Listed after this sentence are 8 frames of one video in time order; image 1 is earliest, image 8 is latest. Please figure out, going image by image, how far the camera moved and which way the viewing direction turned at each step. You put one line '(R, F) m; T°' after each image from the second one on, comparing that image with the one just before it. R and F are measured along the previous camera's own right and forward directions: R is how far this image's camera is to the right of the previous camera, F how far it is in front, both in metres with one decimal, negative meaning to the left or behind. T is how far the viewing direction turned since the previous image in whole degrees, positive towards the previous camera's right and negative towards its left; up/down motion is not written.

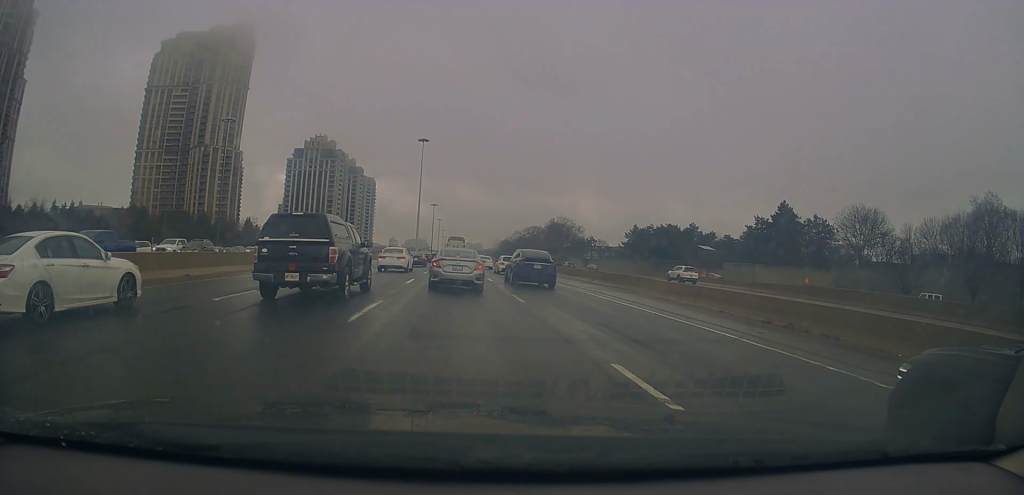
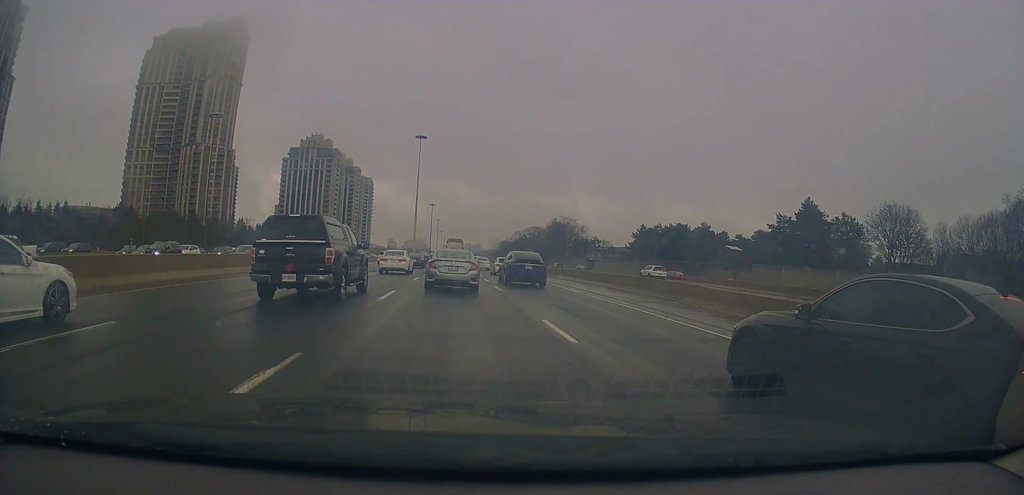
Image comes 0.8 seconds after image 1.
(-0.1, +7.6) m; -1°
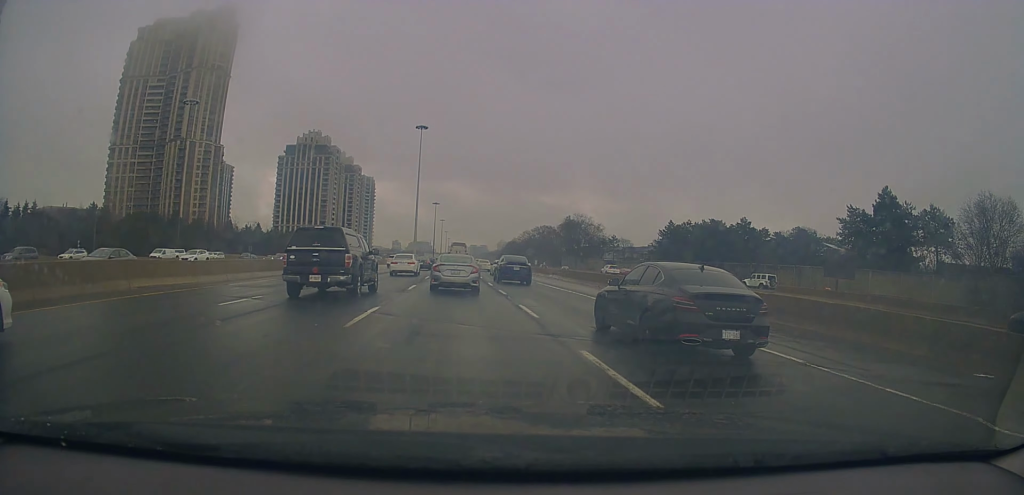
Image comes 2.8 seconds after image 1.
(-0.1, +16.7) m; -1°
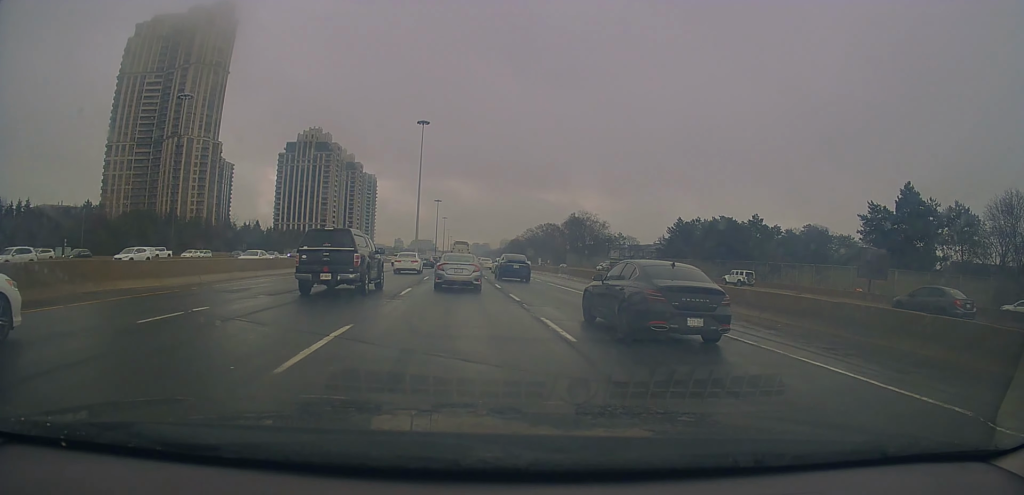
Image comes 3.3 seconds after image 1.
(-0.1, +3.9) m; 0°
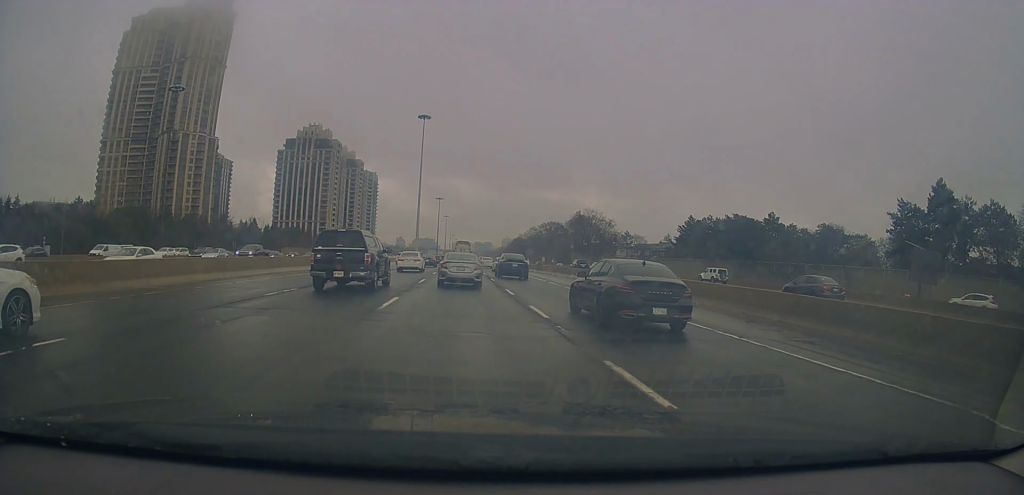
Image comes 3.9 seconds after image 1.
(0.0, +5.0) m; +1°
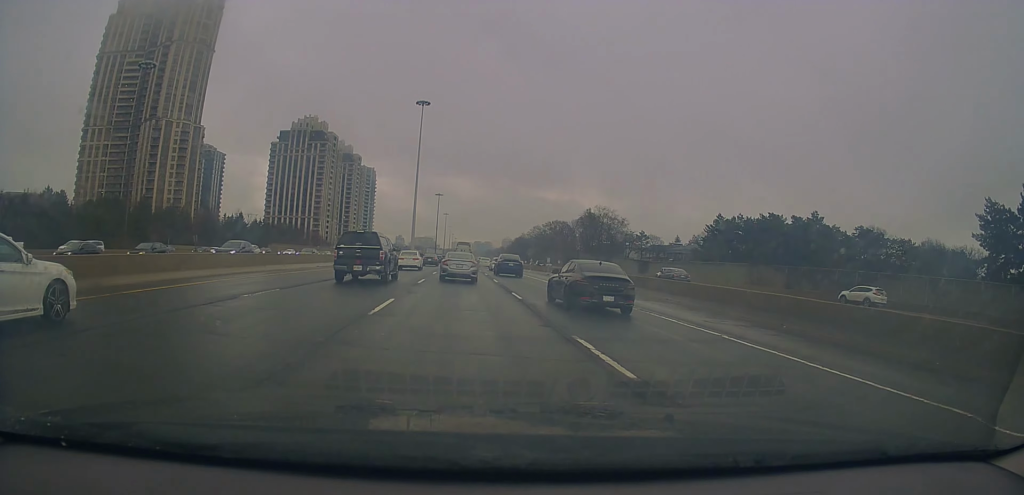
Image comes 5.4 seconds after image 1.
(+0.6, +13.1) m; +1°
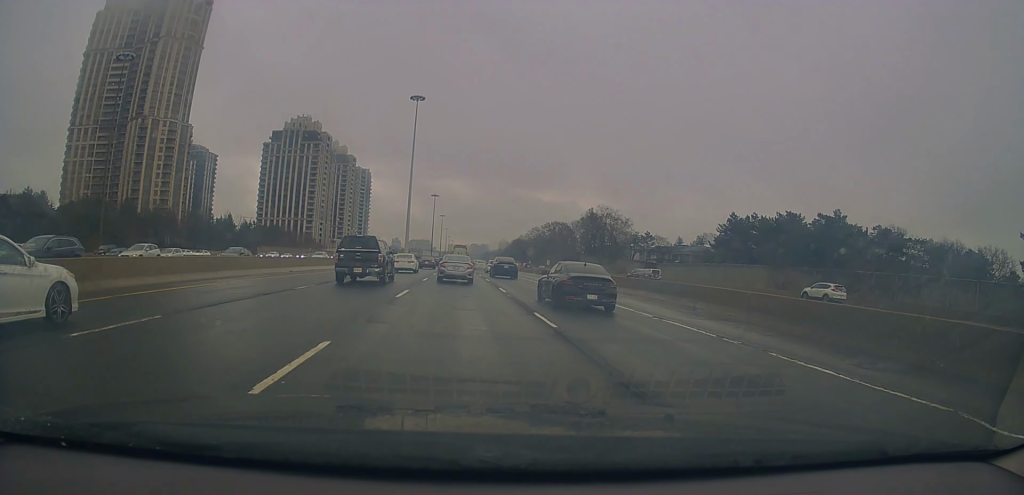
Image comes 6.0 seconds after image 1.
(-0.2, +6.8) m; -1°
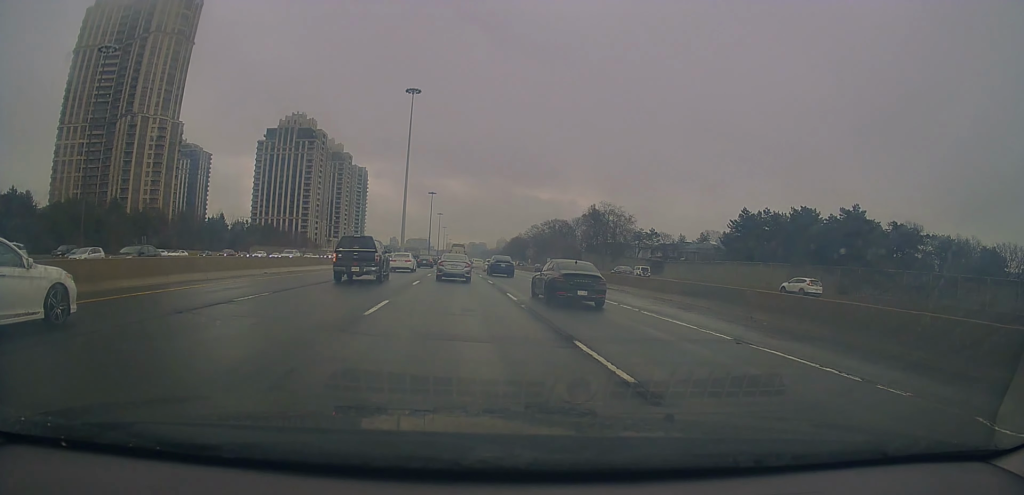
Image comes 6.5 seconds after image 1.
(-0.1, +4.7) m; -1°
